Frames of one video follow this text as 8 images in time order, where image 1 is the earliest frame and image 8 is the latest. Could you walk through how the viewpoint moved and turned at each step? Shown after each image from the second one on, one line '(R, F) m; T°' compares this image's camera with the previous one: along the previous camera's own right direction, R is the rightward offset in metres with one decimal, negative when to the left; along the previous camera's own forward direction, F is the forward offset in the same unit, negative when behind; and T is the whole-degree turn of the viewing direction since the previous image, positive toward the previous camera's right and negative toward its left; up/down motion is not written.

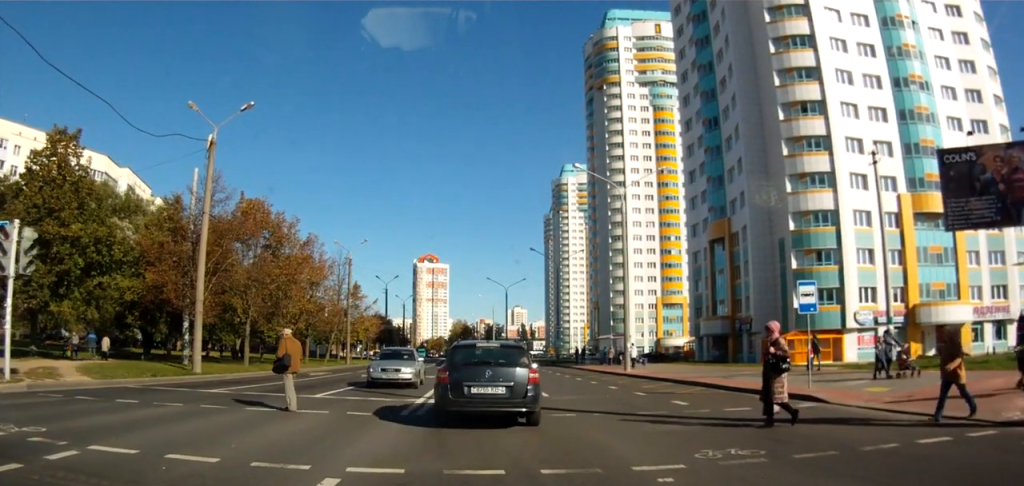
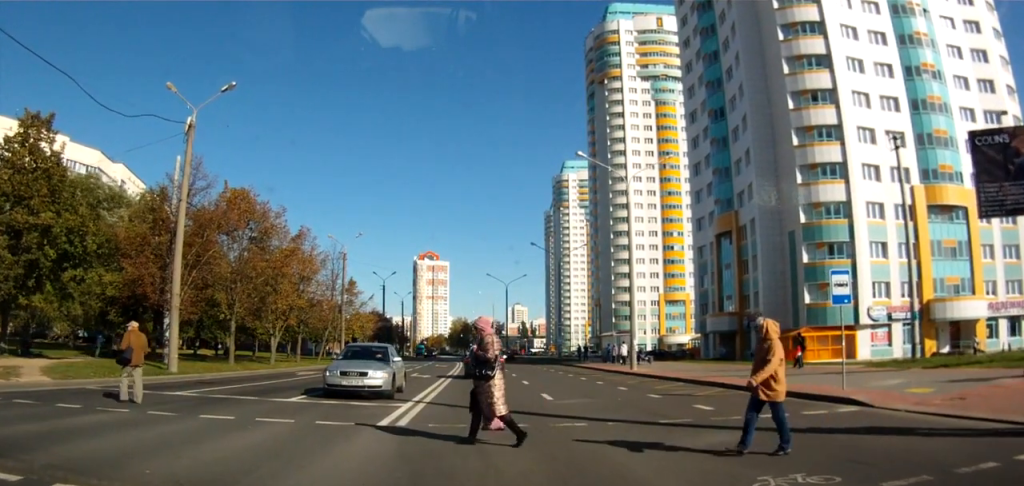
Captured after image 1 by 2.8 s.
(0.0, +1.9) m; 0°
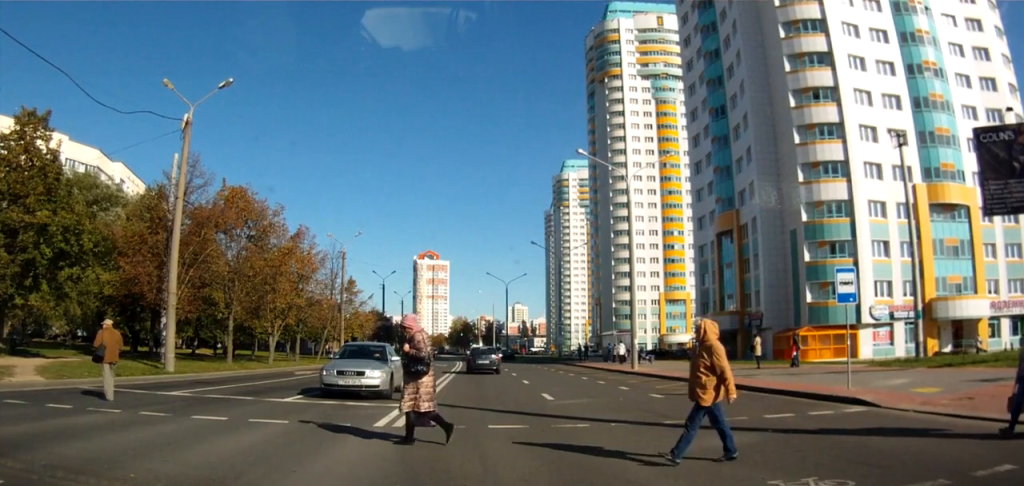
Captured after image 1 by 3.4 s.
(-0.3, +0.4) m; 0°
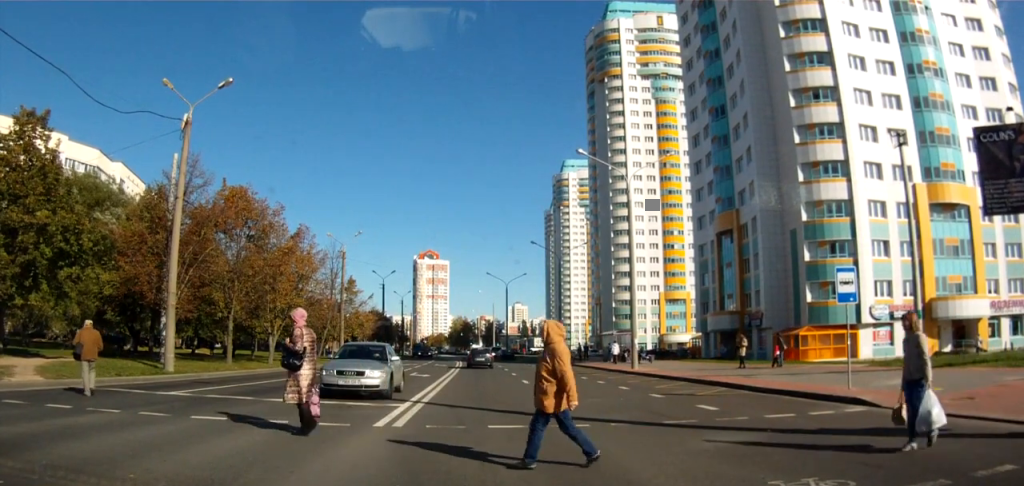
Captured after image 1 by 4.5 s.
(-0.4, +0.6) m; 0°
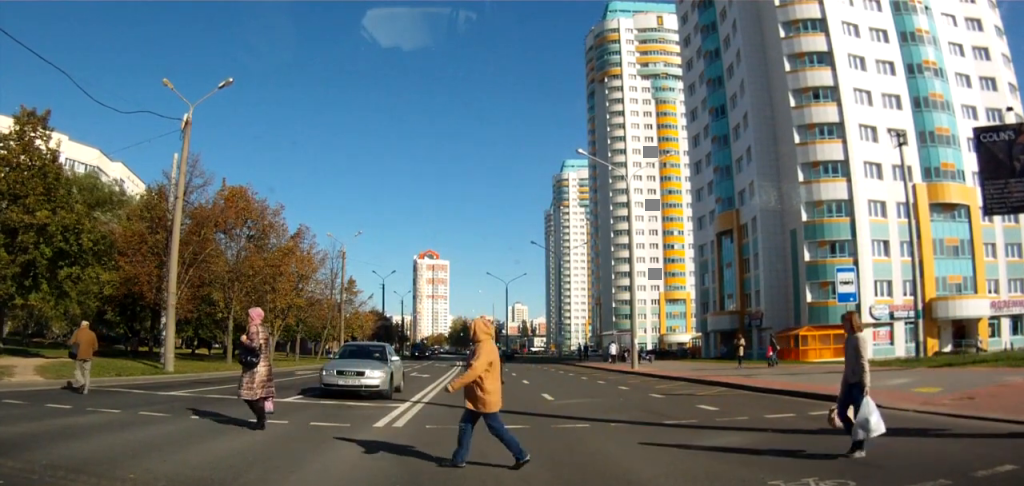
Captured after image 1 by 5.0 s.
(0.0, +0.1) m; 0°
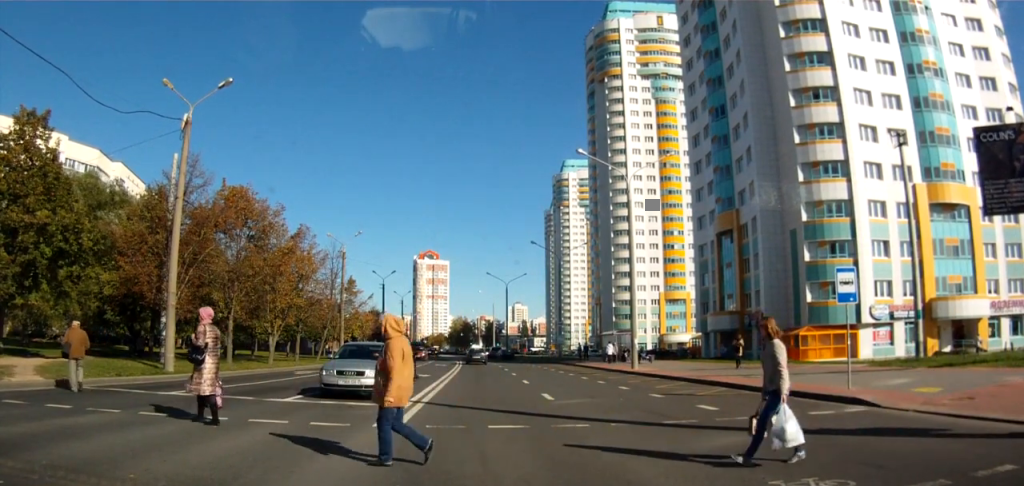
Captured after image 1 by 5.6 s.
(0.0, +0.1) m; 0°
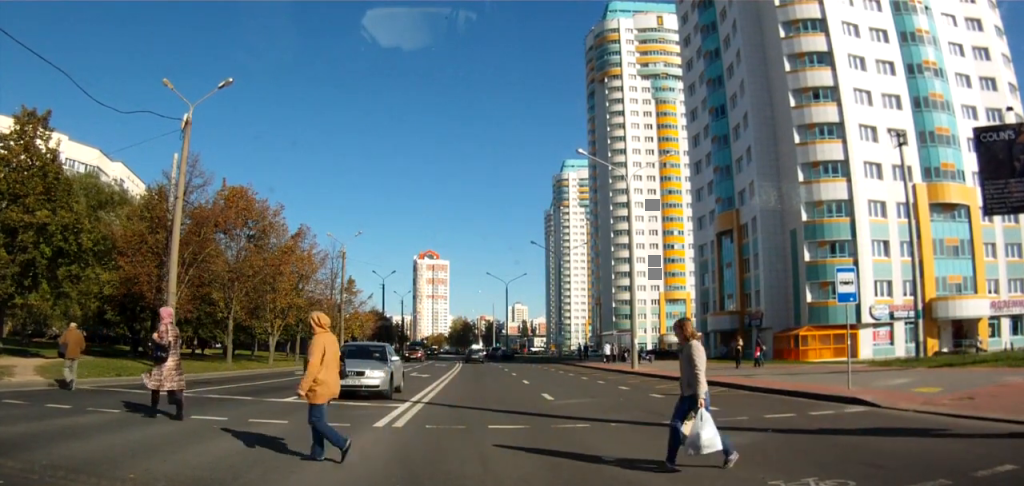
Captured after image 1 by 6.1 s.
(0.0, +0.1) m; 0°
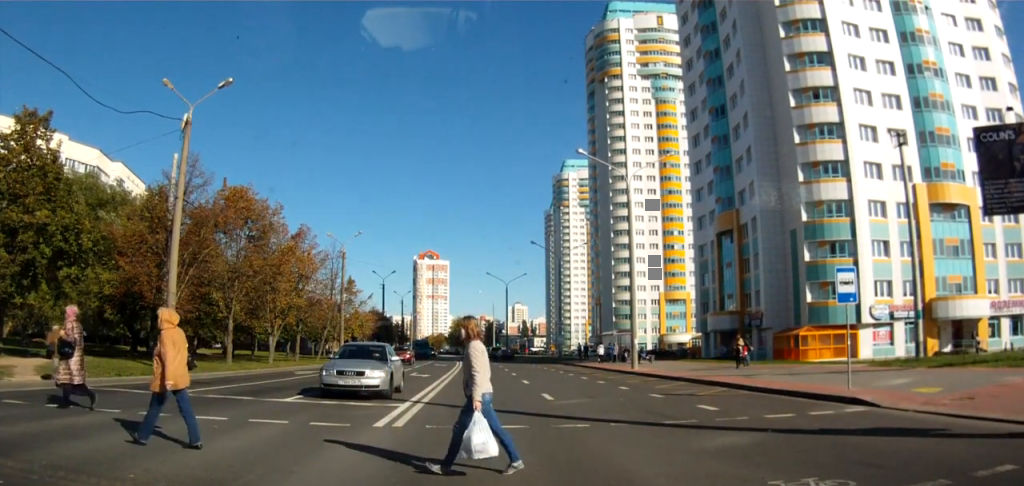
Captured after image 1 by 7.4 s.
(-0.3, -0.2) m; 0°
